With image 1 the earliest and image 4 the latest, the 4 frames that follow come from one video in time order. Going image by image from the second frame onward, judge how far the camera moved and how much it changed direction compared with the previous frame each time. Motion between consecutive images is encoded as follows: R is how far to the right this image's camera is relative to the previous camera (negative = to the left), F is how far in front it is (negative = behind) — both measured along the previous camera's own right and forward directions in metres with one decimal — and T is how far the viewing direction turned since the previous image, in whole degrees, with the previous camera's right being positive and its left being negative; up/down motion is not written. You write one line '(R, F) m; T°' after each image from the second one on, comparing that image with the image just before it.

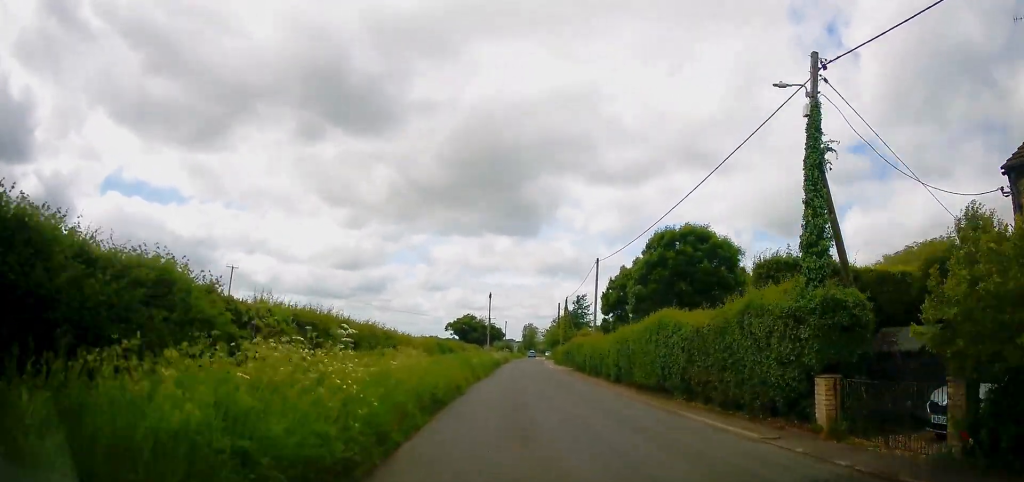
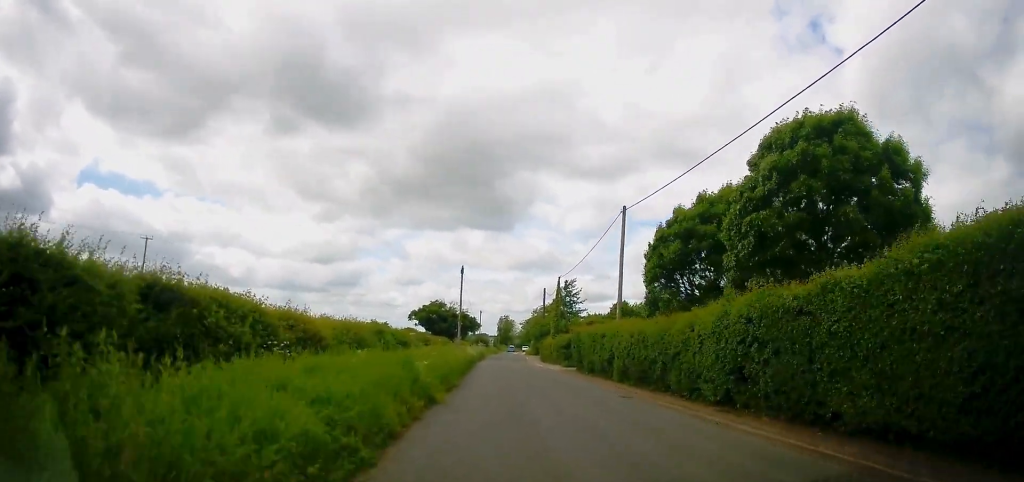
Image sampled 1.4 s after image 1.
(+0.6, +15.0) m; +2°
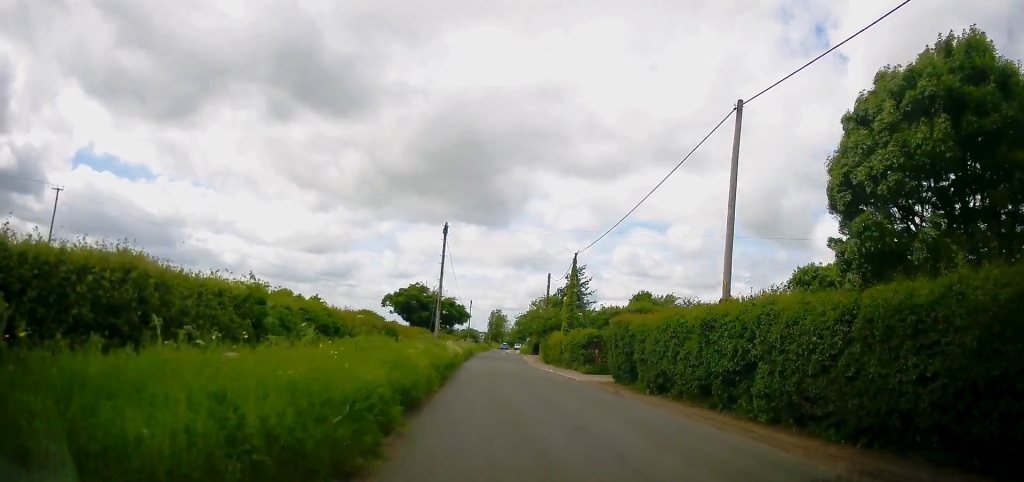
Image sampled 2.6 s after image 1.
(0.0, +13.6) m; +2°
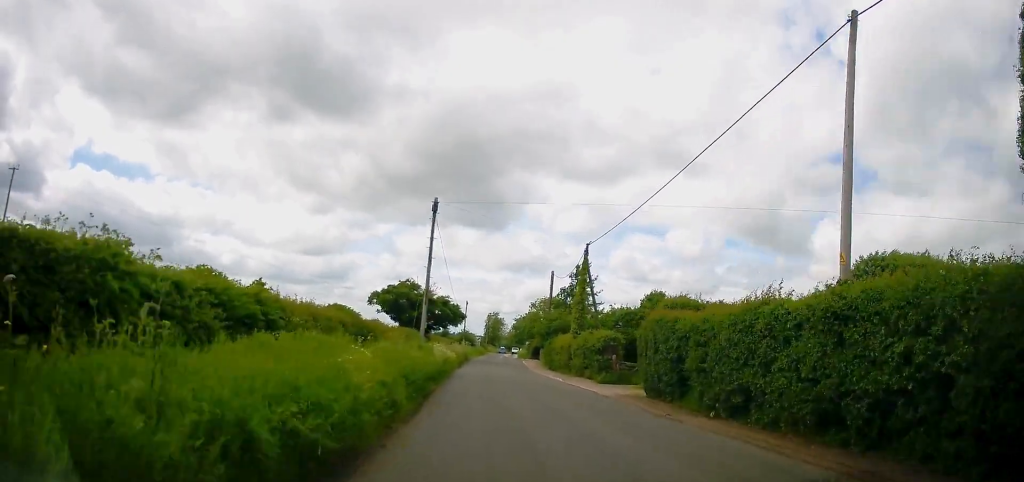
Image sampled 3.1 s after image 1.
(0.0, +5.6) m; +1°
